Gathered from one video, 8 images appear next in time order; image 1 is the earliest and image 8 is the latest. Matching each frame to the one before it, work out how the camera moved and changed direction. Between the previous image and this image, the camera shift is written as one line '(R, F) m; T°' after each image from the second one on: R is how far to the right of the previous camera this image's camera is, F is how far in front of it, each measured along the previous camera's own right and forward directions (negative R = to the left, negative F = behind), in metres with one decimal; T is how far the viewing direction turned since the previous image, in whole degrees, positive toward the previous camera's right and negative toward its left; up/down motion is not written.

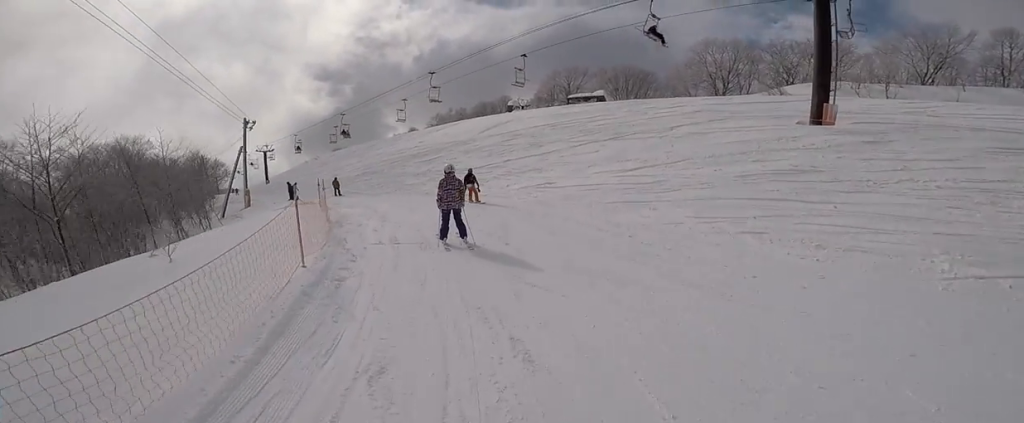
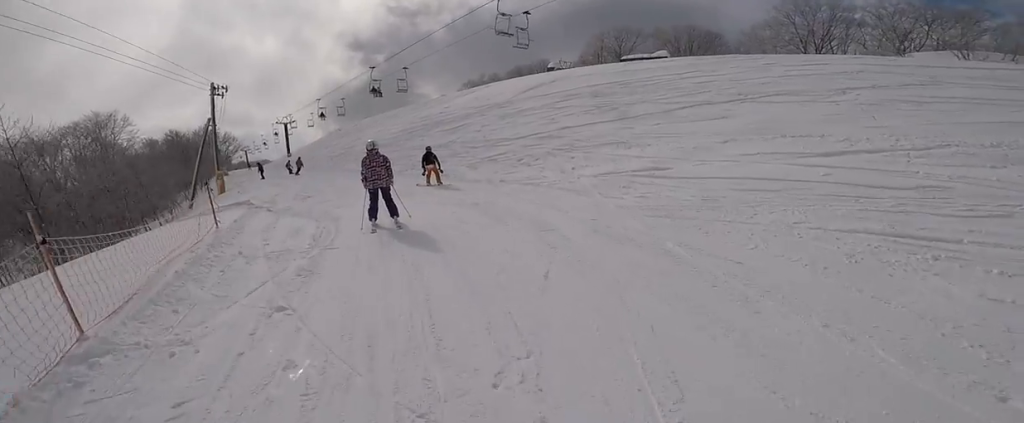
(0.0, +7.8) m; -13°
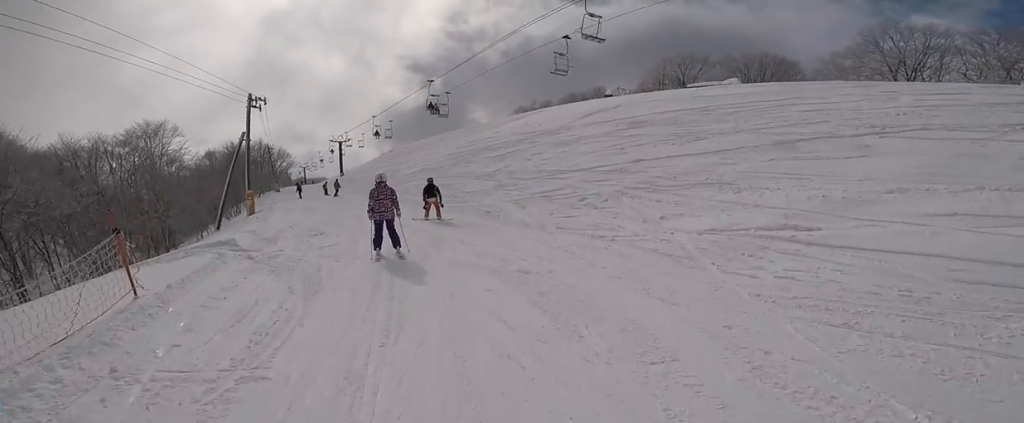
(-0.7, +3.2) m; -2°
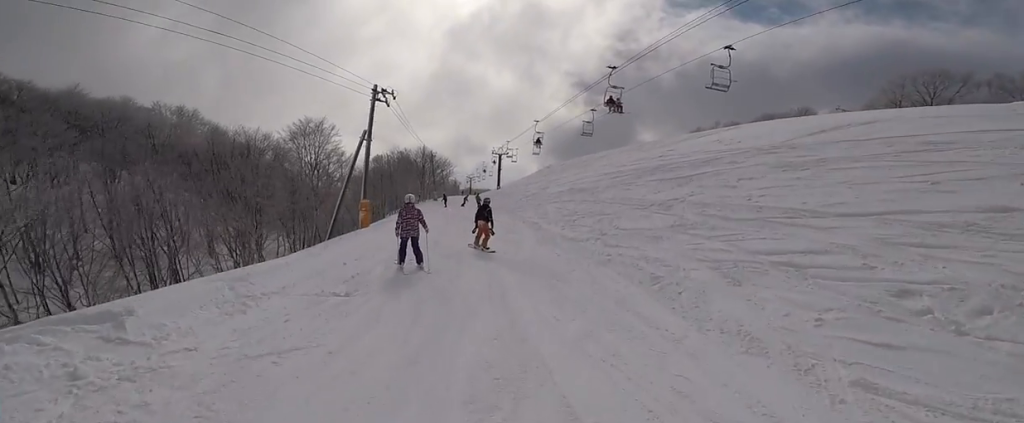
(+0.6, +6.6) m; -13°
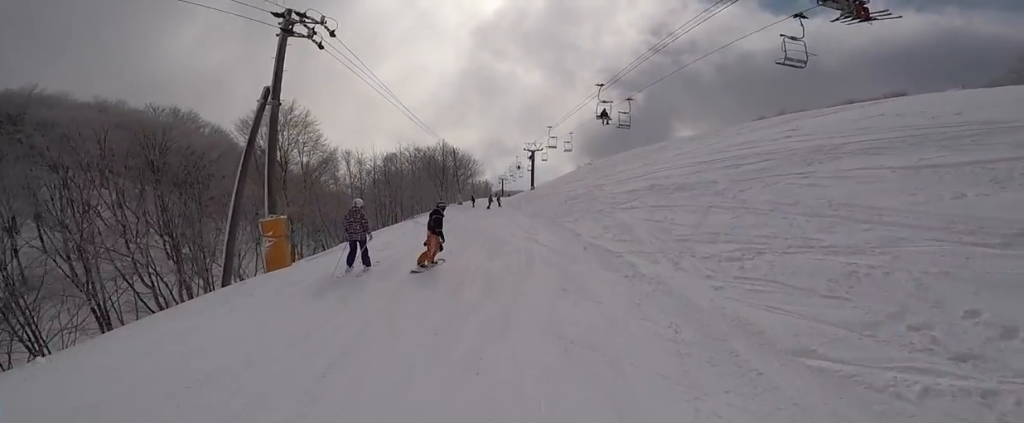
(-2.0, +10.1) m; -3°
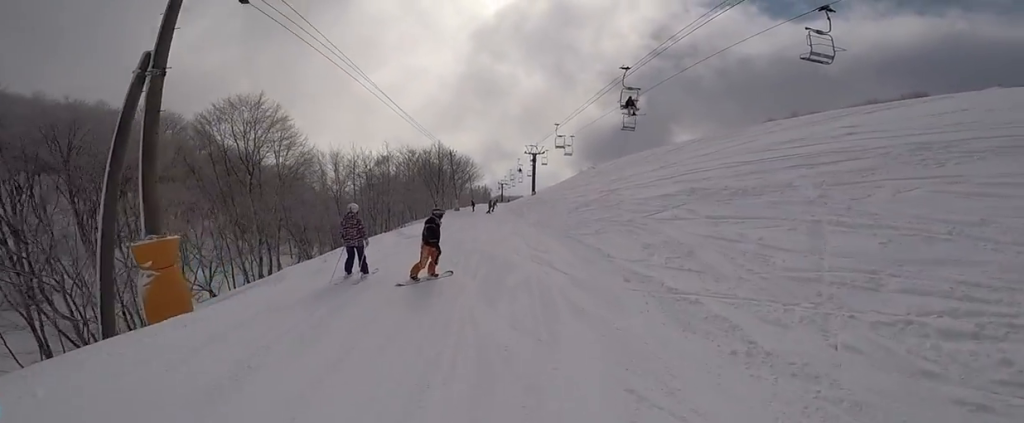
(0.0, +3.7) m; -1°
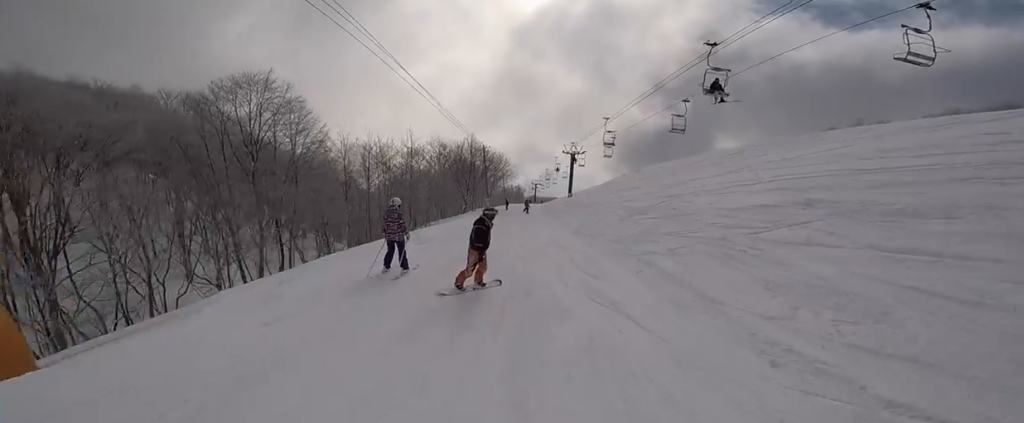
(-0.2, +3.4) m; -5°
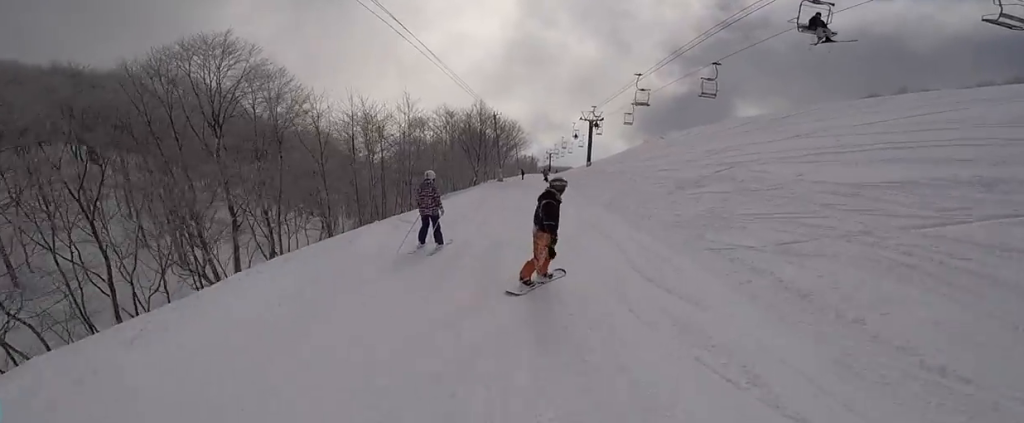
(-0.1, +3.7) m; -6°
